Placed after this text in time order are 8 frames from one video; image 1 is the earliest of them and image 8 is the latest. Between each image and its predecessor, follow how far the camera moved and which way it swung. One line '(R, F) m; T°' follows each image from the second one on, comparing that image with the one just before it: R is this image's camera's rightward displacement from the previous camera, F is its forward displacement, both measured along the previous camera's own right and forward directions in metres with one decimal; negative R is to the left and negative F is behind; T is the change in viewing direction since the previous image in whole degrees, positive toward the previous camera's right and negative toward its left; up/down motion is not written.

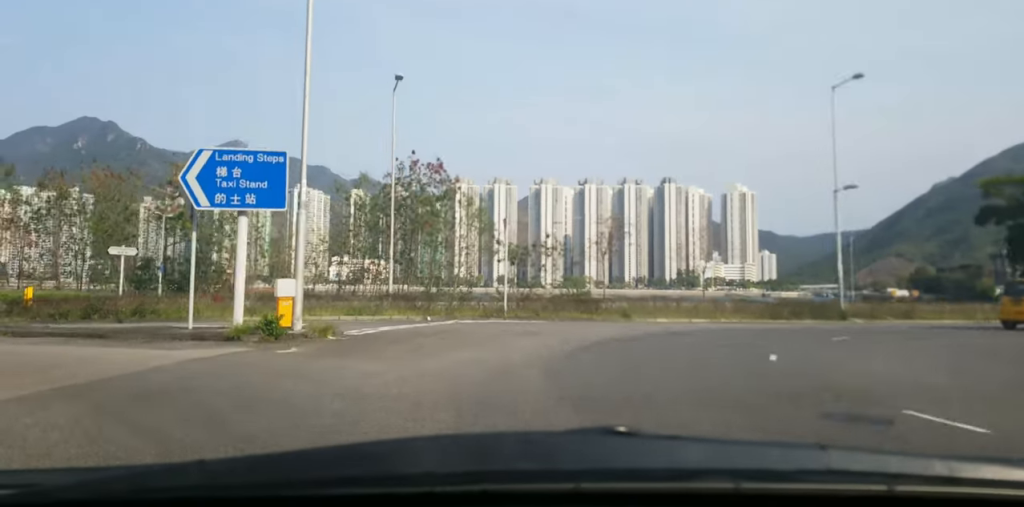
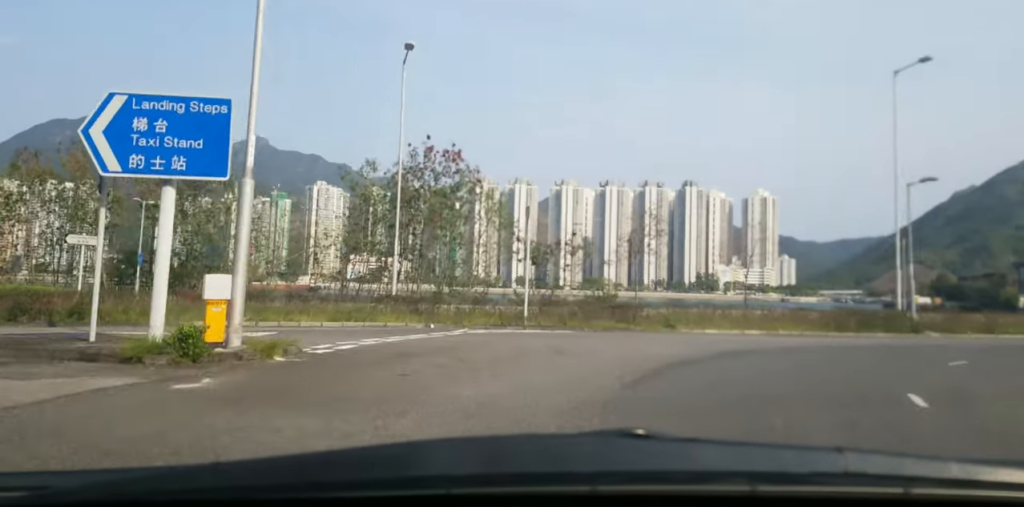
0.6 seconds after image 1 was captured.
(-0.1, +4.3) m; +3°
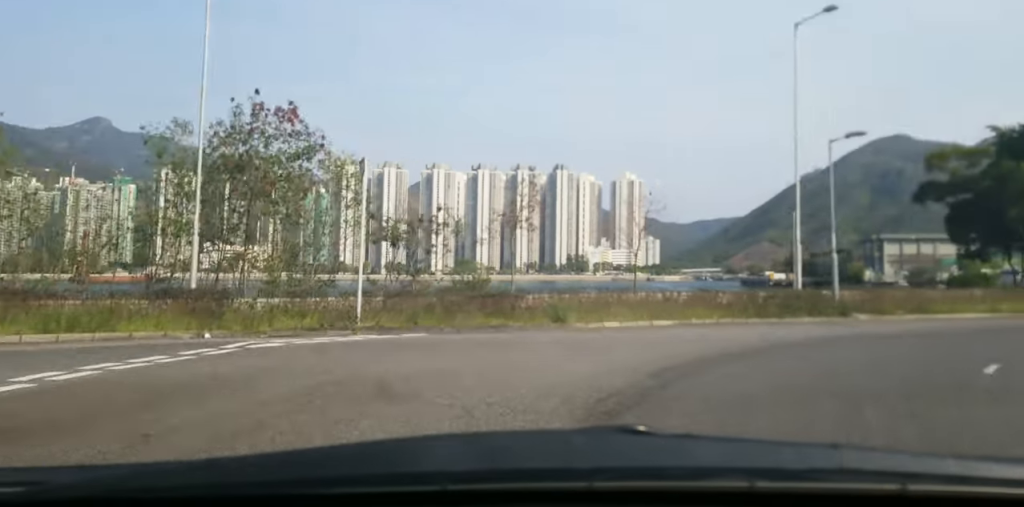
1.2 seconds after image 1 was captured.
(+0.4, +5.3) m; +9°
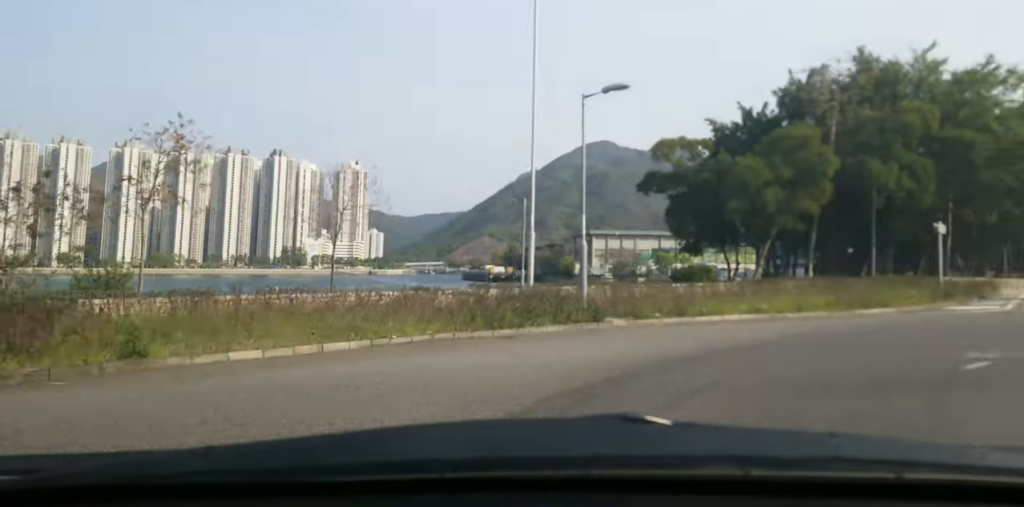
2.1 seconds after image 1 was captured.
(+0.8, +6.9) m; +17°
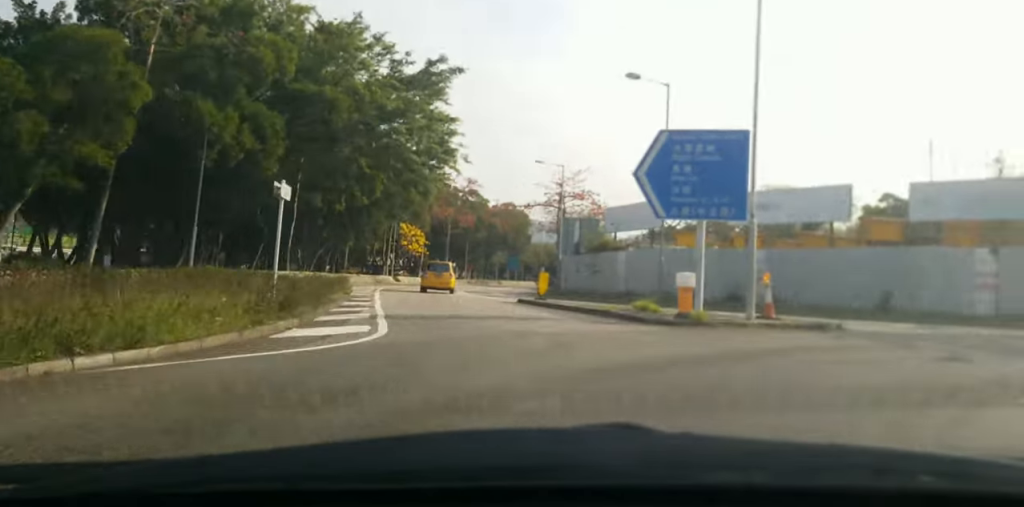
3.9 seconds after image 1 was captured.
(+5.4, +13.2) m; +46°
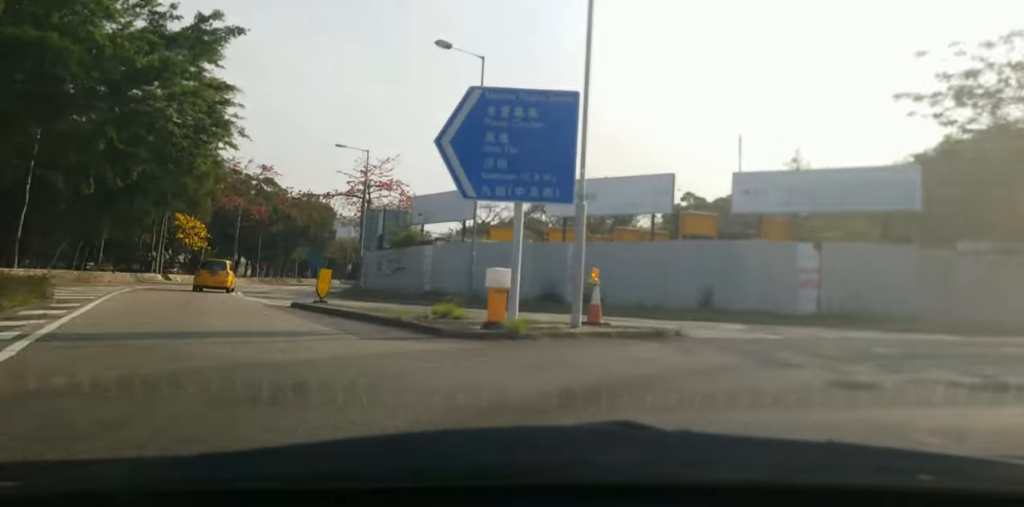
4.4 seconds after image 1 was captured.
(+0.1, +4.5) m; +15°
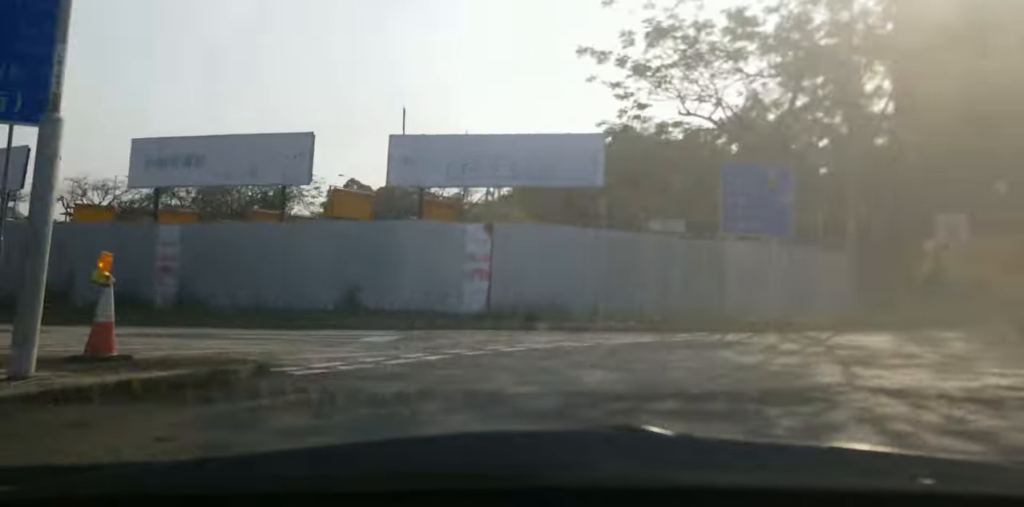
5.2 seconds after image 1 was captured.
(+1.8, +6.5) m; +24°
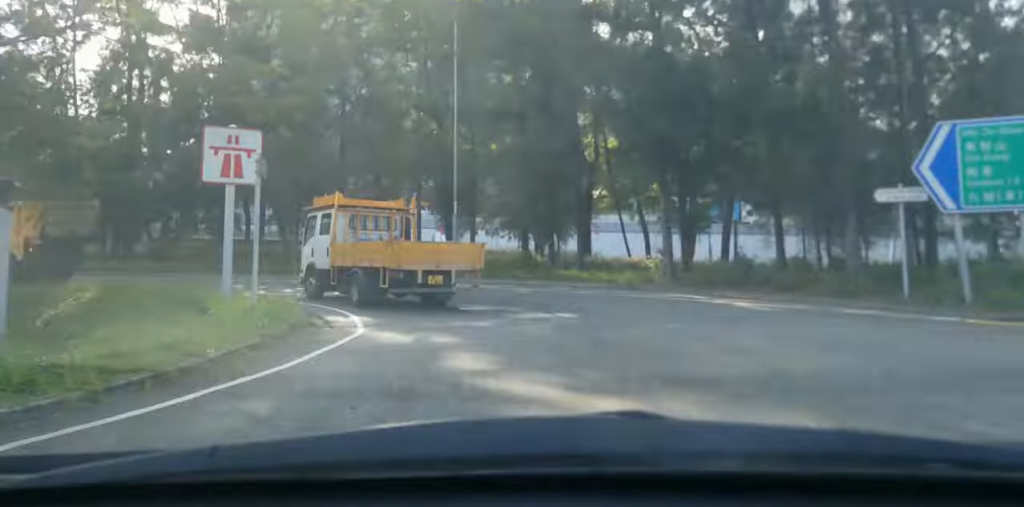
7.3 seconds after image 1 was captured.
(+7.8, +15.8) m; +40°
